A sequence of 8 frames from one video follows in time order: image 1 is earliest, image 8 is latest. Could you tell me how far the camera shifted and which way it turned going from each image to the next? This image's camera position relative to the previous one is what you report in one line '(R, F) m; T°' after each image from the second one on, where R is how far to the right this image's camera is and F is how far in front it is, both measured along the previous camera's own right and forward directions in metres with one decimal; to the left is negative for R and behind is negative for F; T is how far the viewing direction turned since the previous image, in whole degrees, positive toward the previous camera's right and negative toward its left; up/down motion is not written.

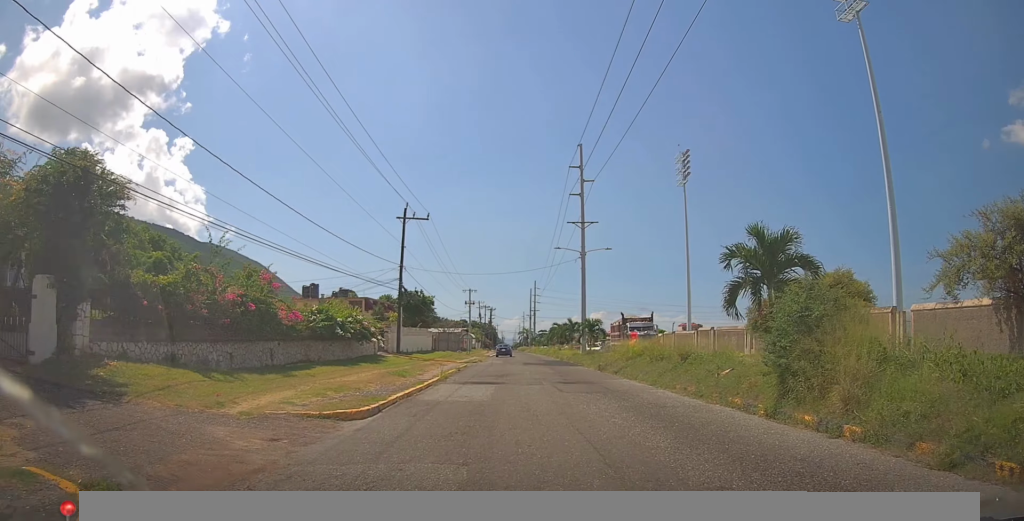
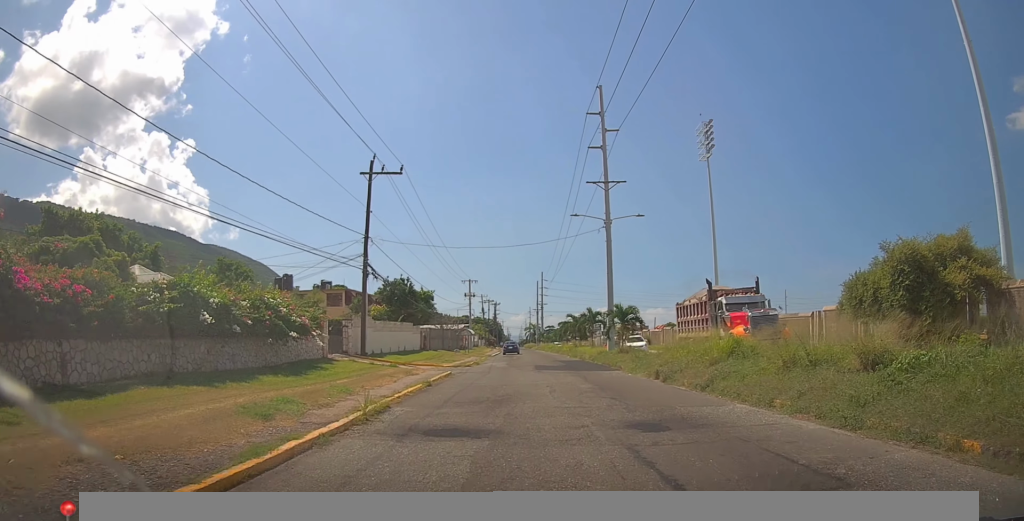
(0.0, +10.8) m; 0°
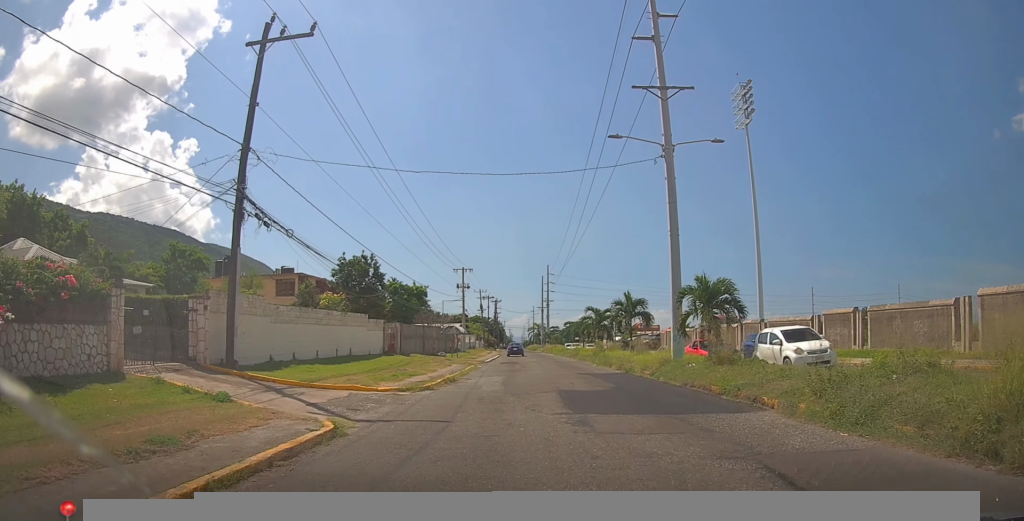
(0.0, +14.3) m; 0°
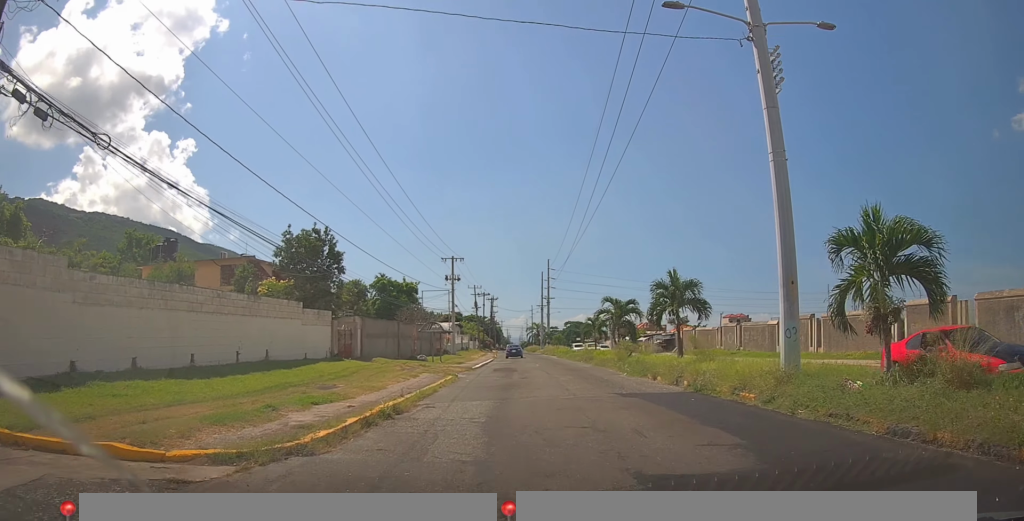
(+0.1, +9.5) m; 0°
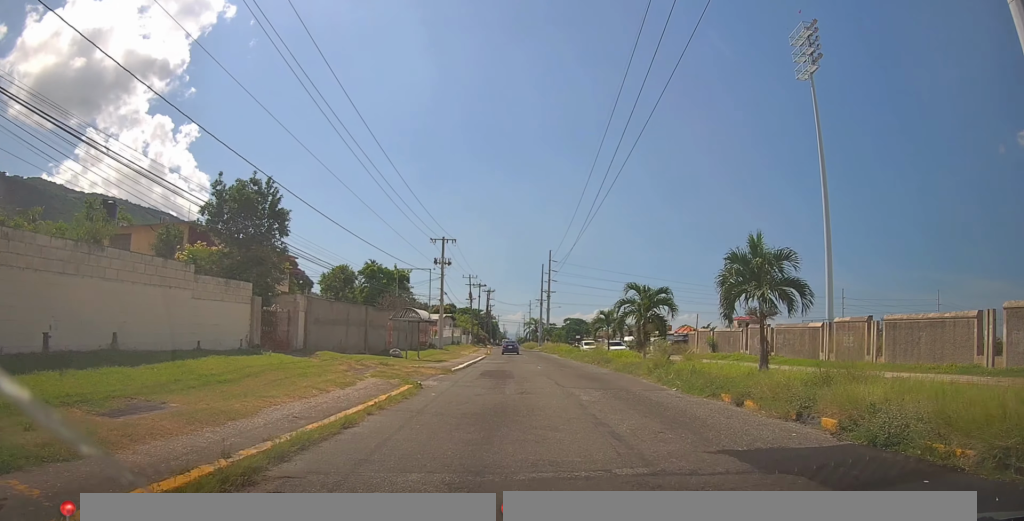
(0.0, +7.8) m; 0°
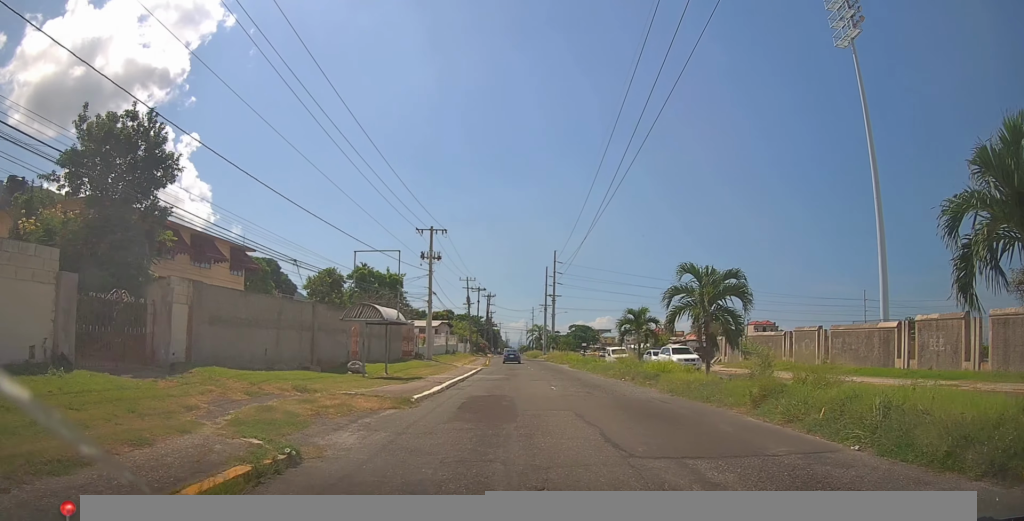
(0.0, +8.6) m; 0°
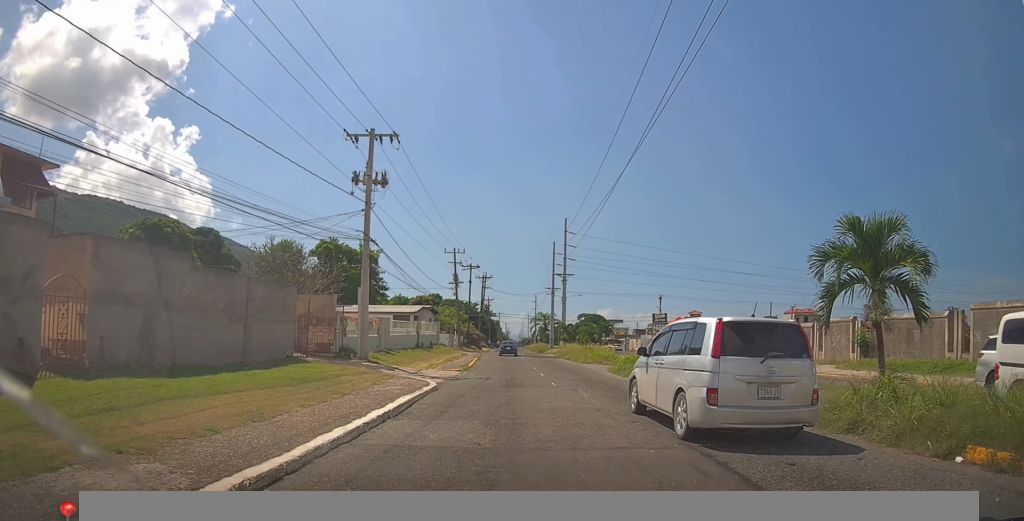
(-0.6, +19.7) m; -2°
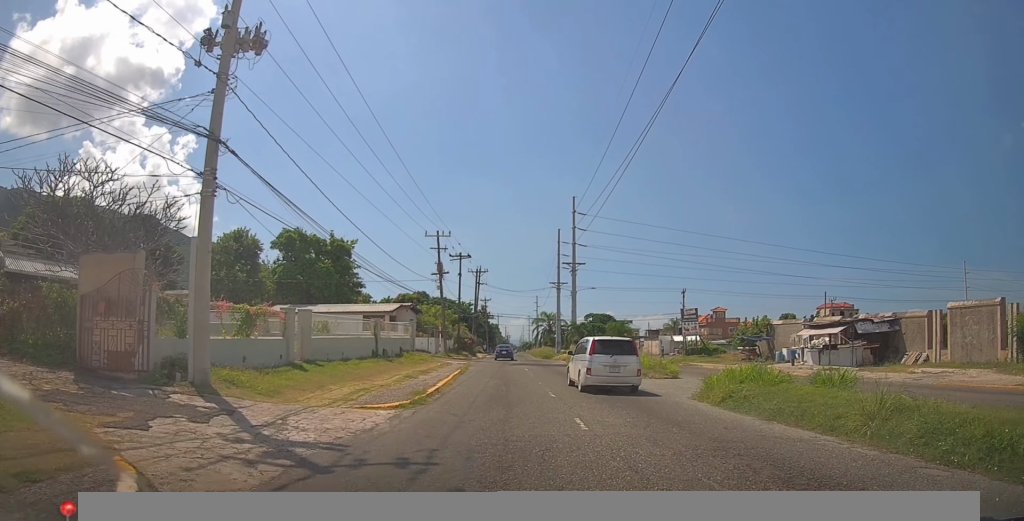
(+0.2, +13.6) m; +2°
